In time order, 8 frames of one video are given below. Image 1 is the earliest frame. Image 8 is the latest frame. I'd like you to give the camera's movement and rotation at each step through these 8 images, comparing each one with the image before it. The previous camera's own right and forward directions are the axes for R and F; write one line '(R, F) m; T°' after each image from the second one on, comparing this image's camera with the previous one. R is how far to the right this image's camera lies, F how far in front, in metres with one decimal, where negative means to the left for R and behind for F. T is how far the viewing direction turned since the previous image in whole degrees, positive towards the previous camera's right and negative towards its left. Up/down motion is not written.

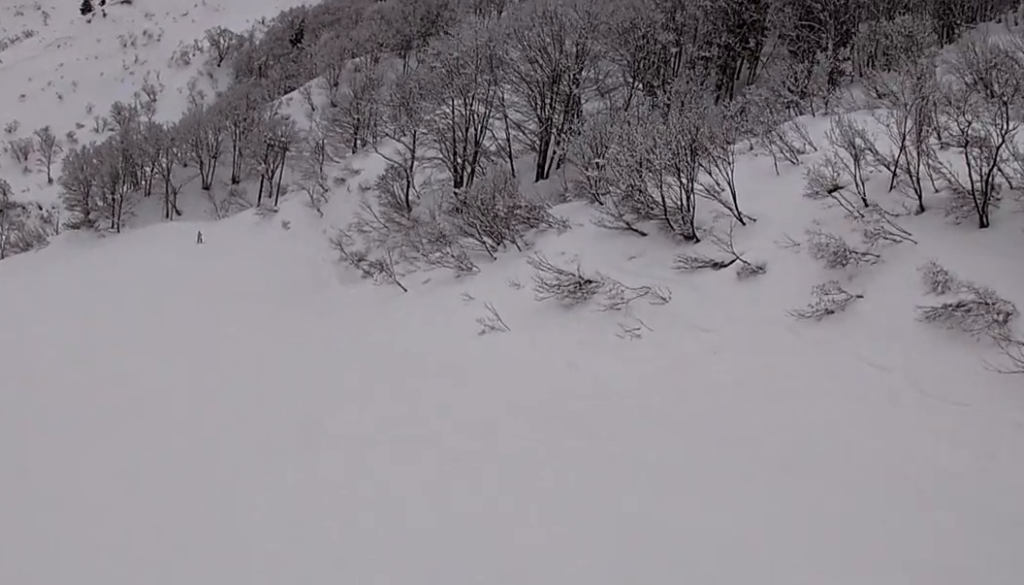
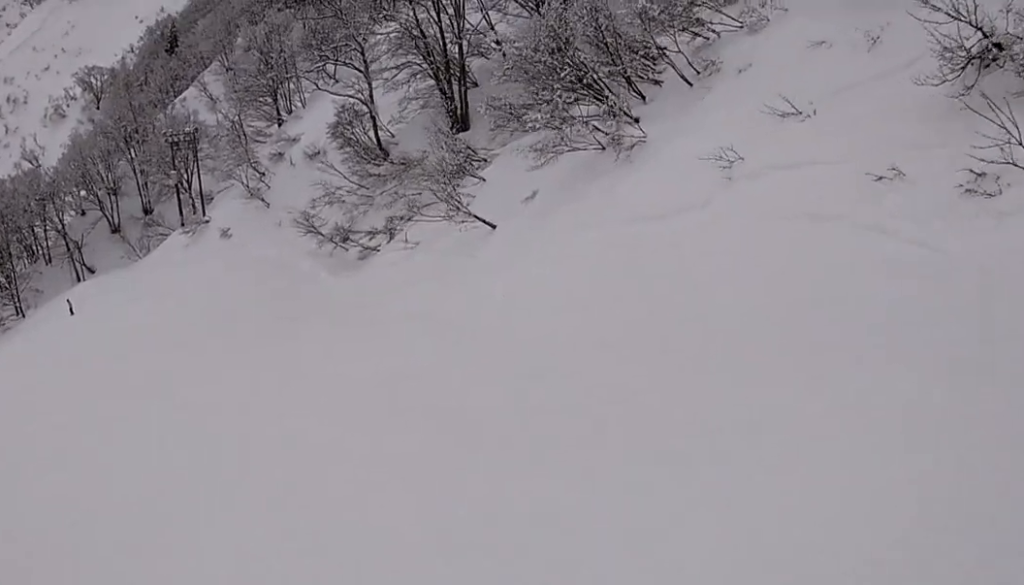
(-0.9, +22.8) m; -3°
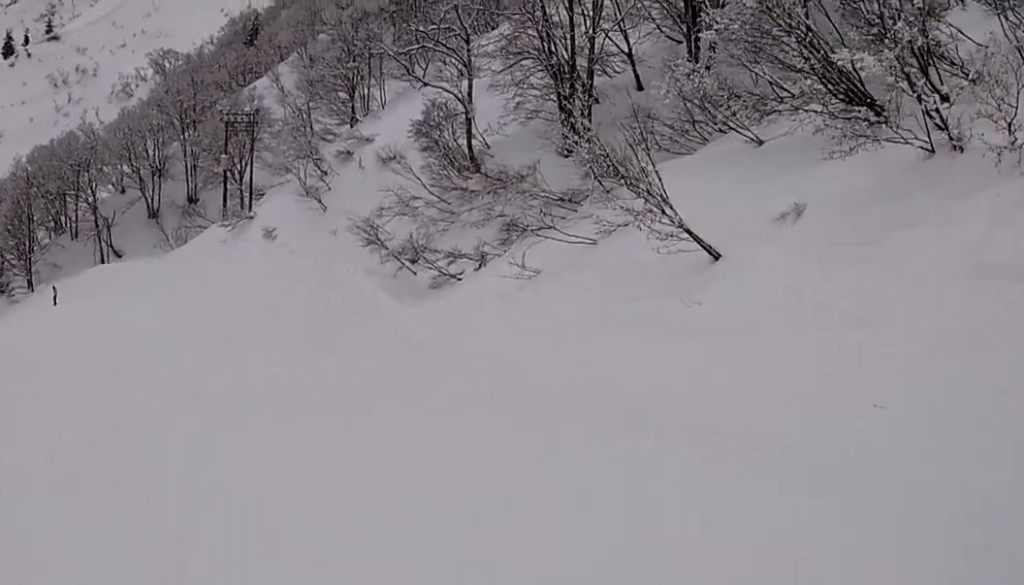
(0.0, +10.2) m; -3°
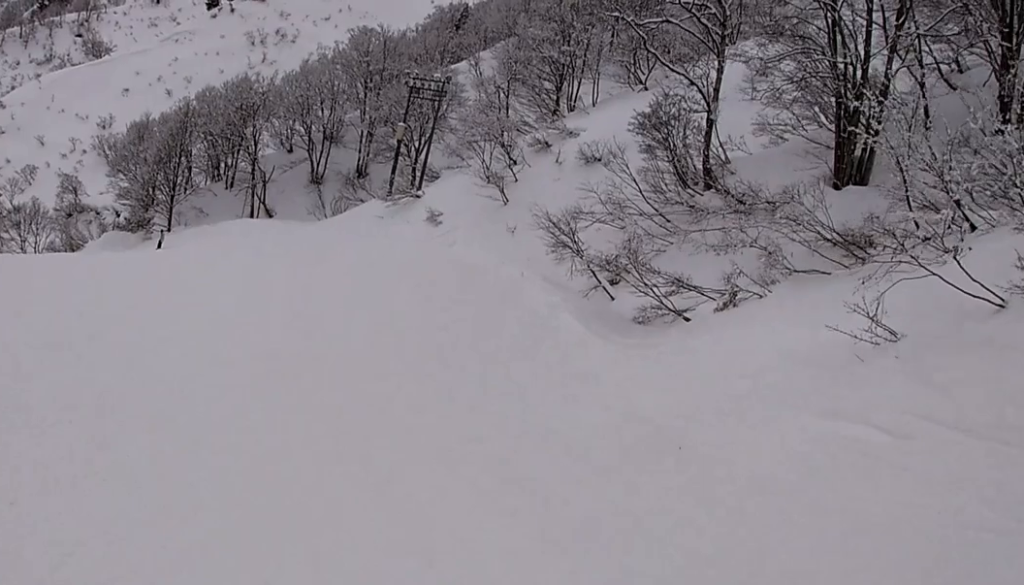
(-0.2, +8.1) m; -3°
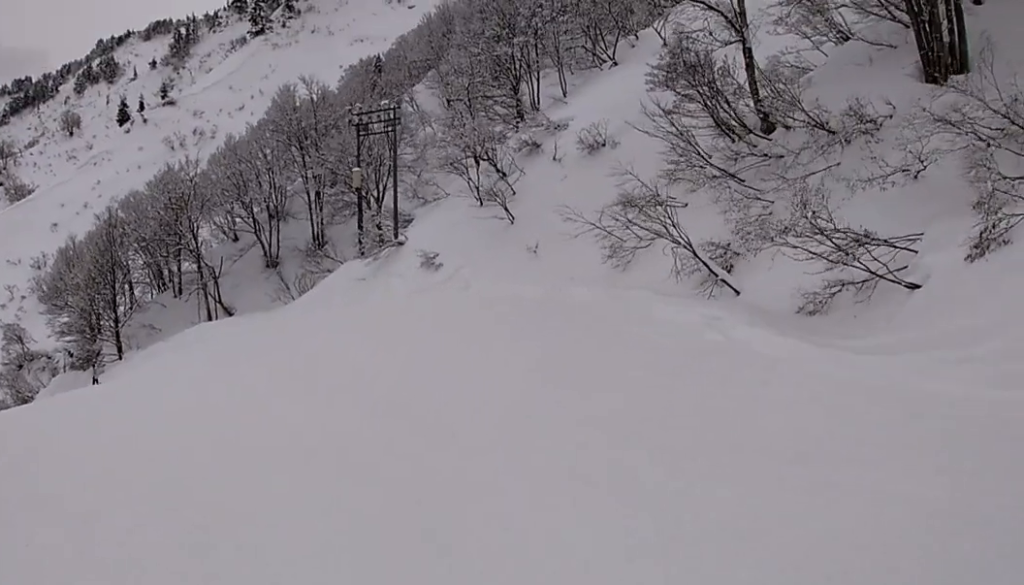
(-0.6, +8.0) m; +4°
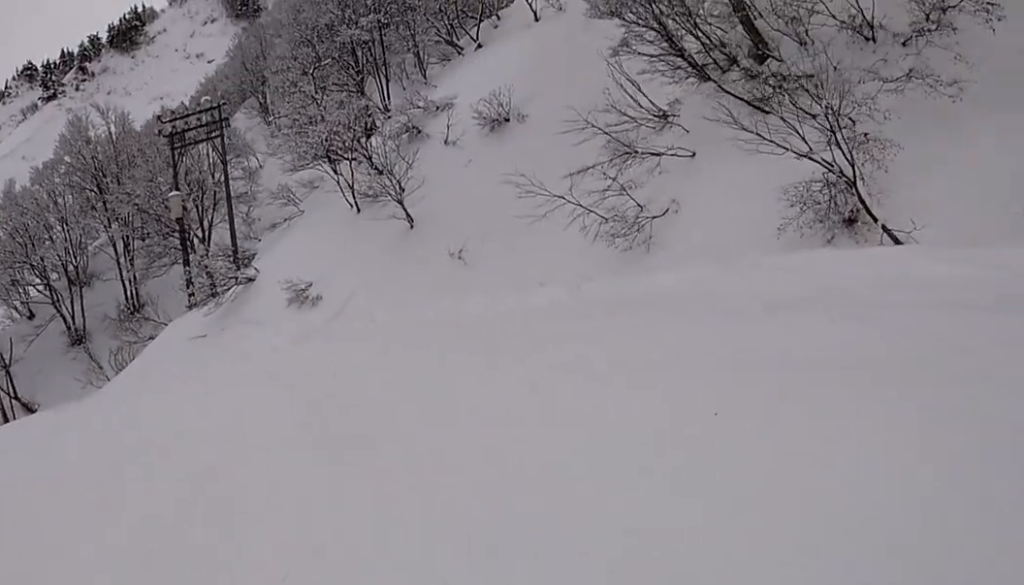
(+1.4, +8.5) m; +2°
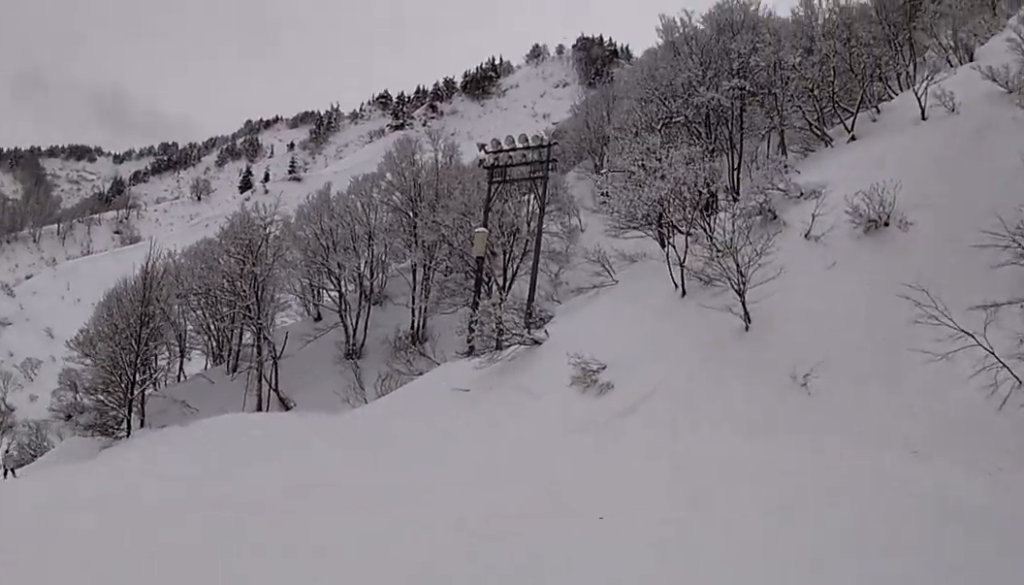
(+0.5, +3.7) m; -11°
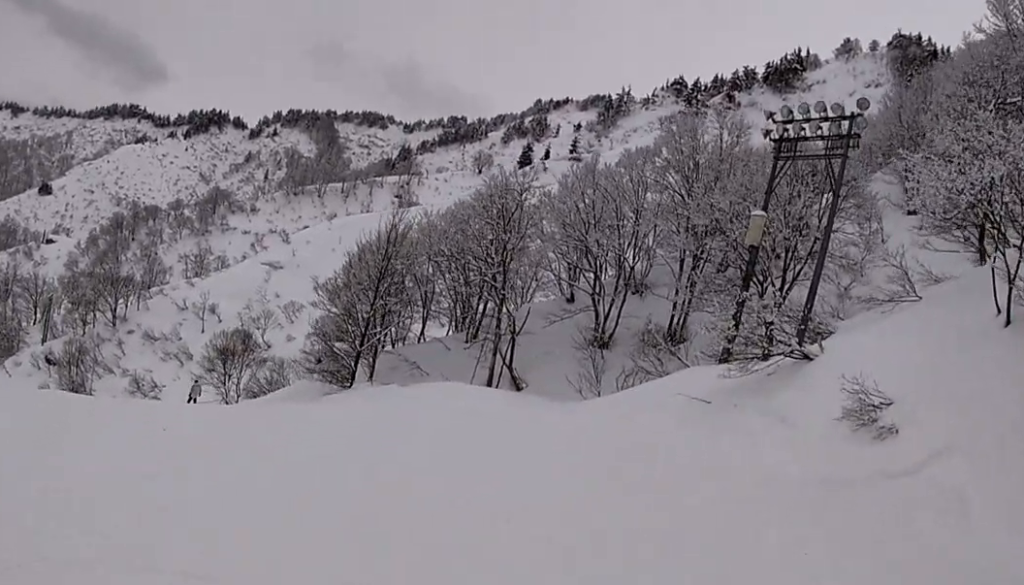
(-0.7, +1.9) m; -24°
